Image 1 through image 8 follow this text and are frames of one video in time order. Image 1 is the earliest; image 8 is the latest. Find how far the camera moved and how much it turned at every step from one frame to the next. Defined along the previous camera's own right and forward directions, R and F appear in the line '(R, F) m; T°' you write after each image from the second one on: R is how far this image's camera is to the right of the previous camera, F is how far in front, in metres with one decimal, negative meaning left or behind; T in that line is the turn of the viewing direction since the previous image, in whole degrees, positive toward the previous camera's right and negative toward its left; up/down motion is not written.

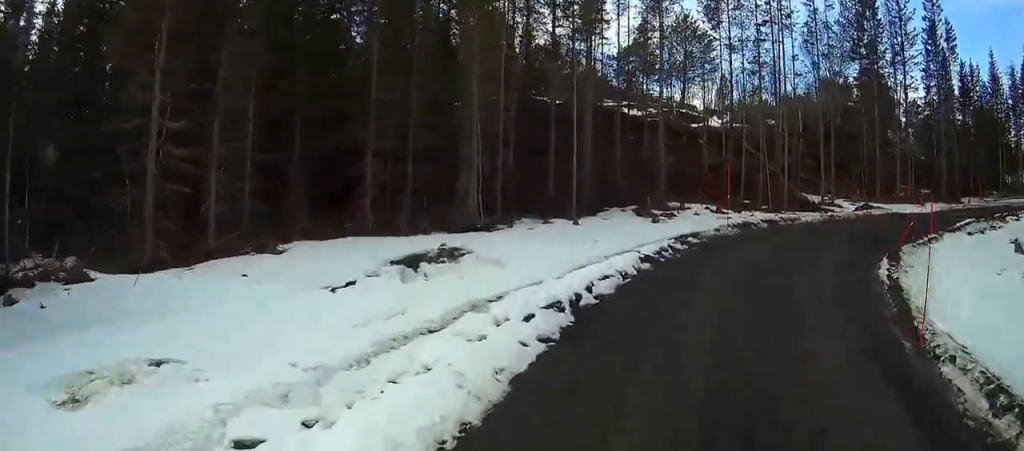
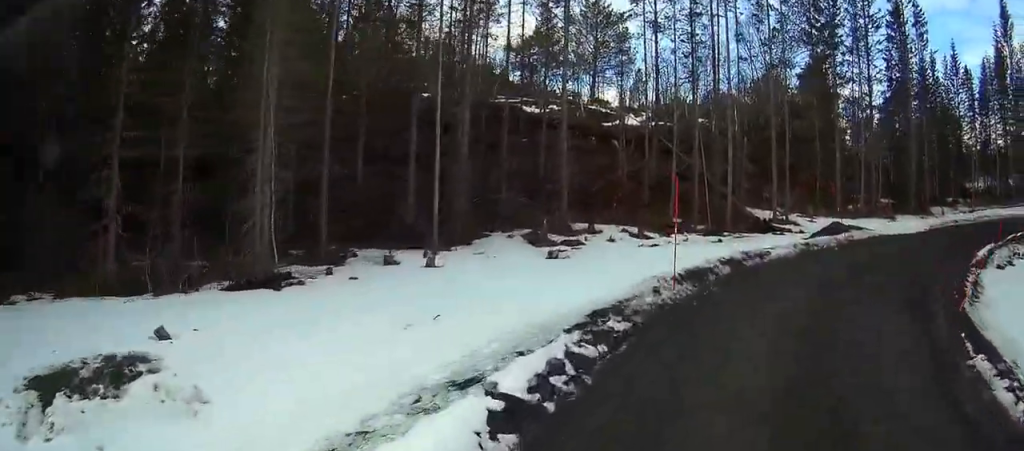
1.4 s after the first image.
(+0.3, +8.5) m; +6°
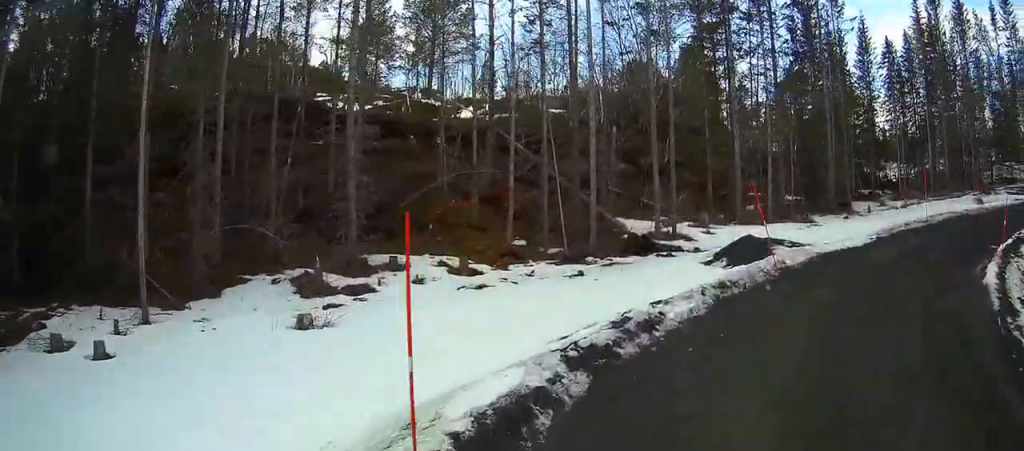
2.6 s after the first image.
(+0.5, +7.4) m; +9°
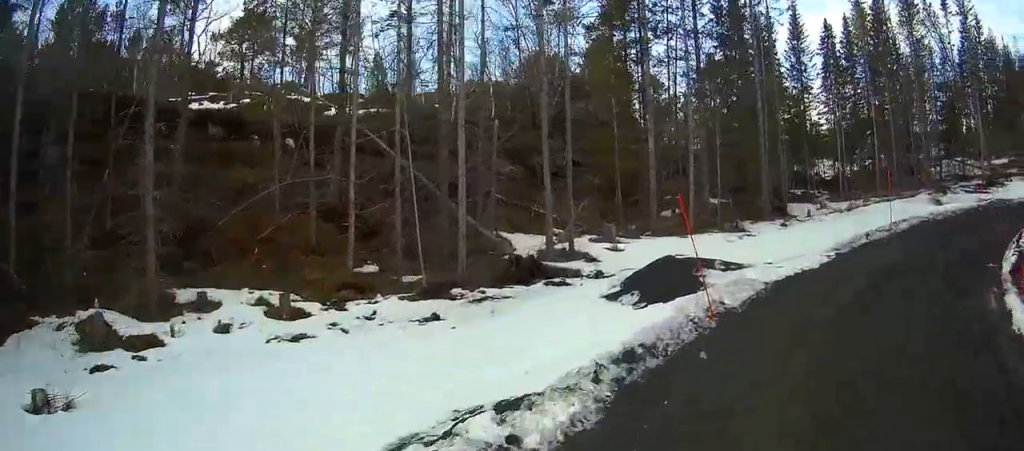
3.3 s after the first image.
(+0.3, +4.3) m; +11°
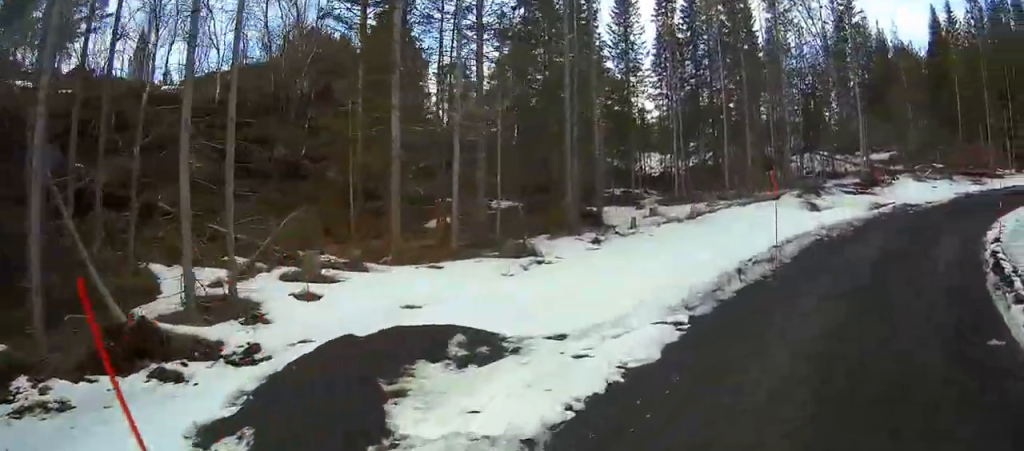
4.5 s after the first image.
(+1.3, +6.9) m; +12°
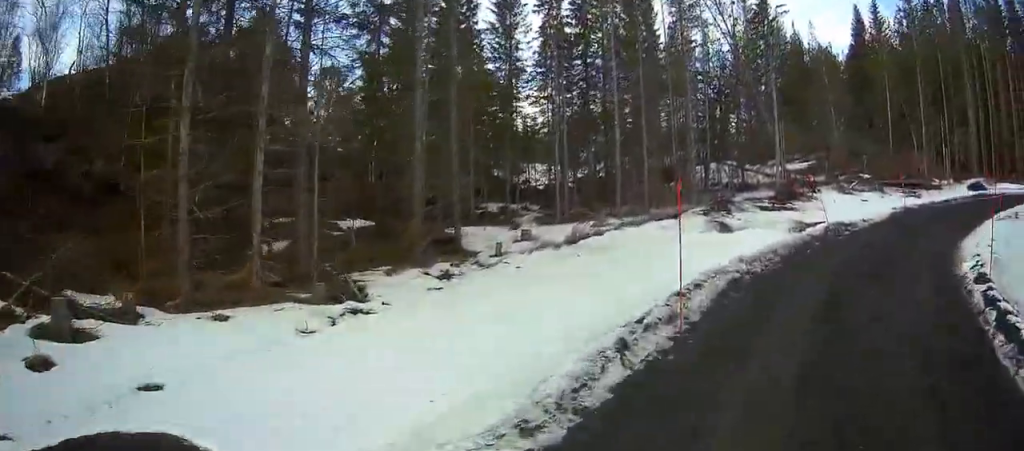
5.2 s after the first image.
(-0.1, +3.9) m; +5°
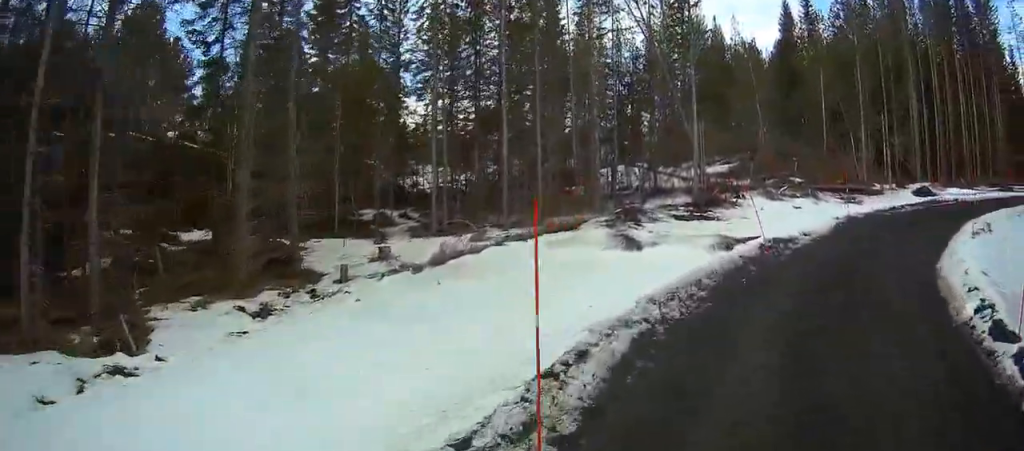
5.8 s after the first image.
(-0.2, +3.8) m; +5°
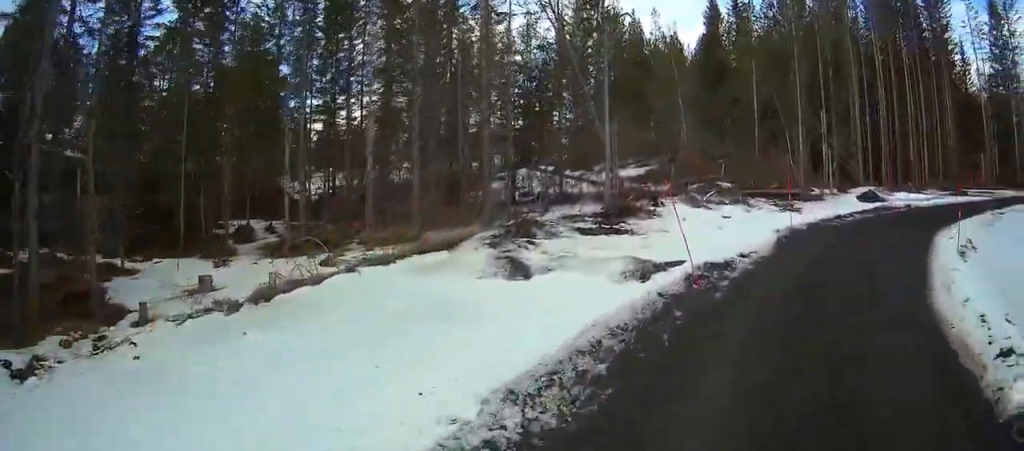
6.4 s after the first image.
(+0.6, +4.0) m; +8°
